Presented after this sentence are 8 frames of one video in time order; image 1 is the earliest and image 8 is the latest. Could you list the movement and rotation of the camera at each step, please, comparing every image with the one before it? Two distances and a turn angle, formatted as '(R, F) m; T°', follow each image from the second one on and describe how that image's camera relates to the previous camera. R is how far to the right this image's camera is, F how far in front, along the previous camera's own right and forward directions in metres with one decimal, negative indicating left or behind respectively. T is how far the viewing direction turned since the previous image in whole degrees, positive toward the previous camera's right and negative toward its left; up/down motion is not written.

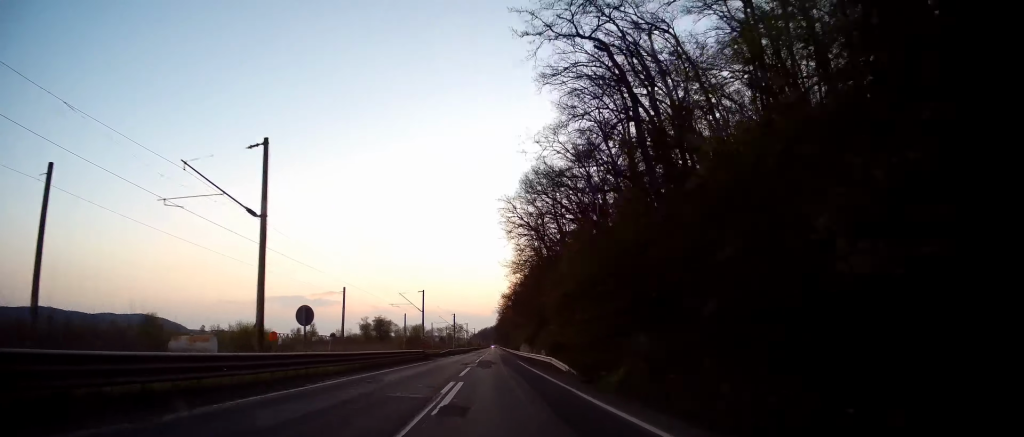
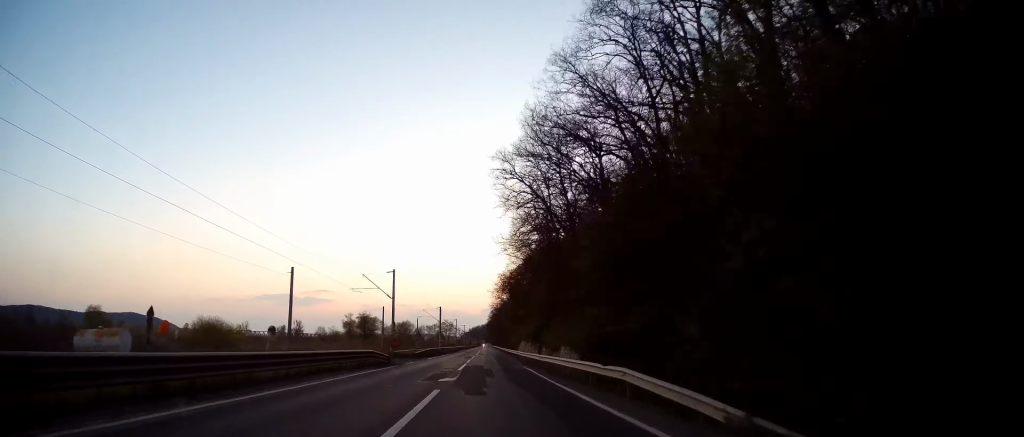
(+0.6, +17.0) m; +1°
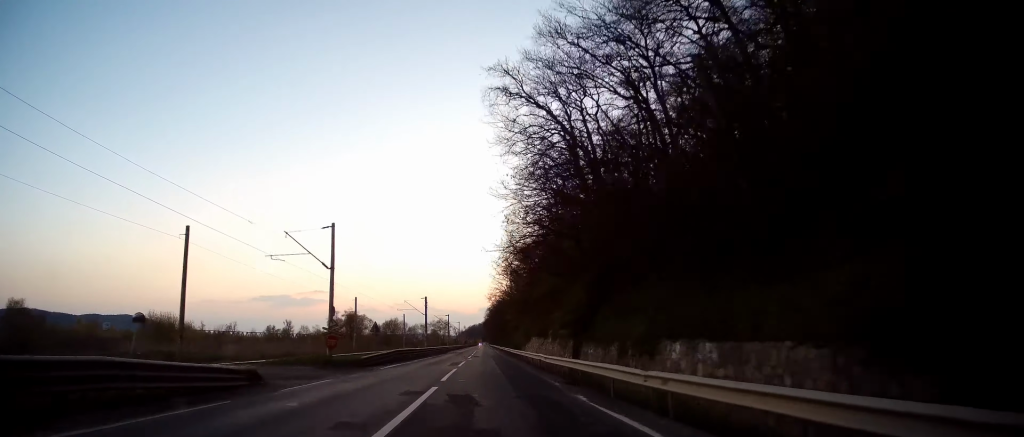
(+0.3, +20.1) m; +1°
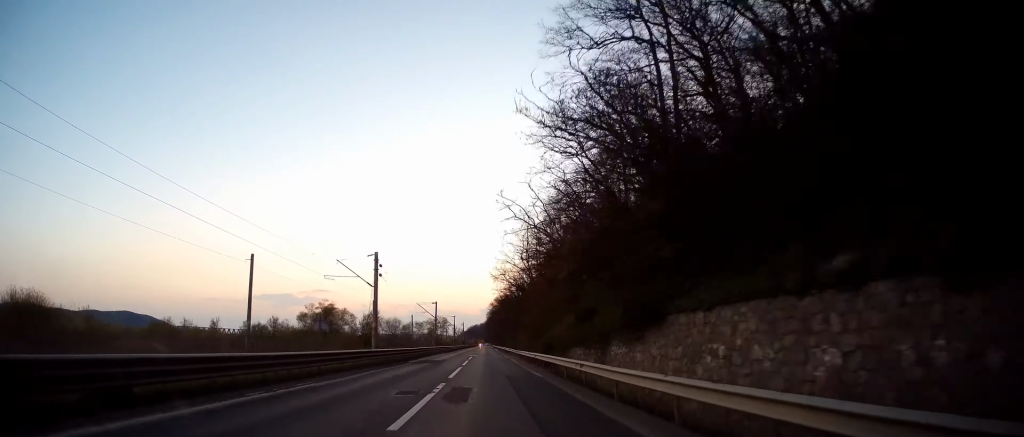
(+0.5, +40.2) m; +1°
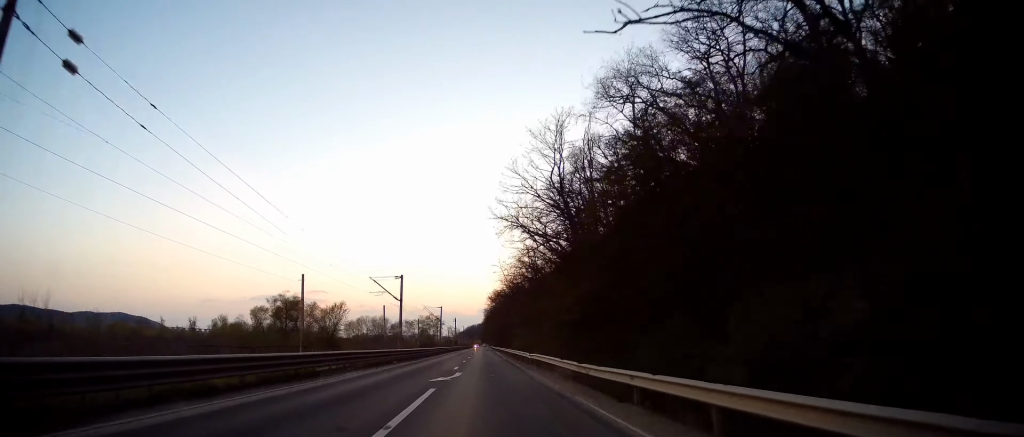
(-0.2, +37.1) m; 0°
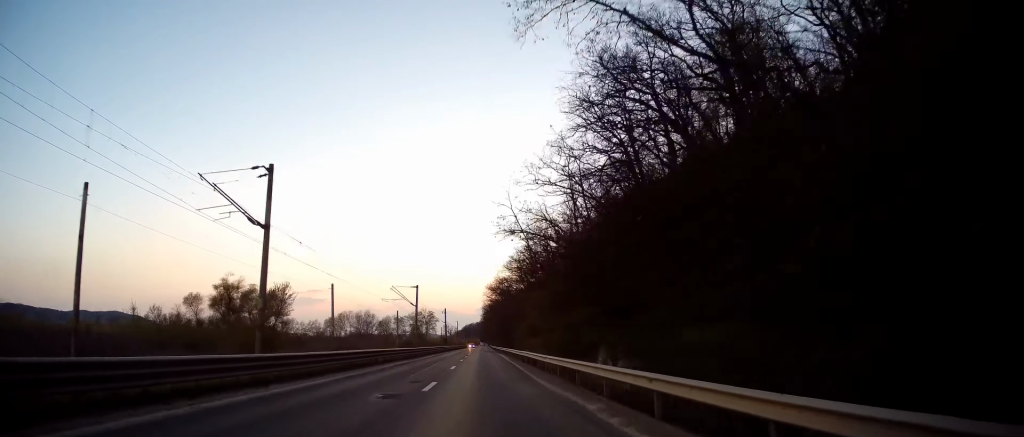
(+0.4, +36.1) m; 0°
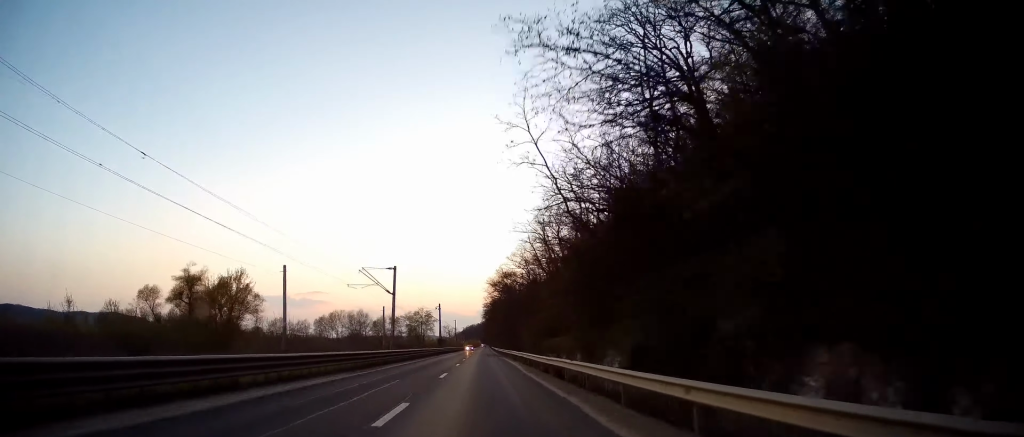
(-0.3, +18.1) m; 0°
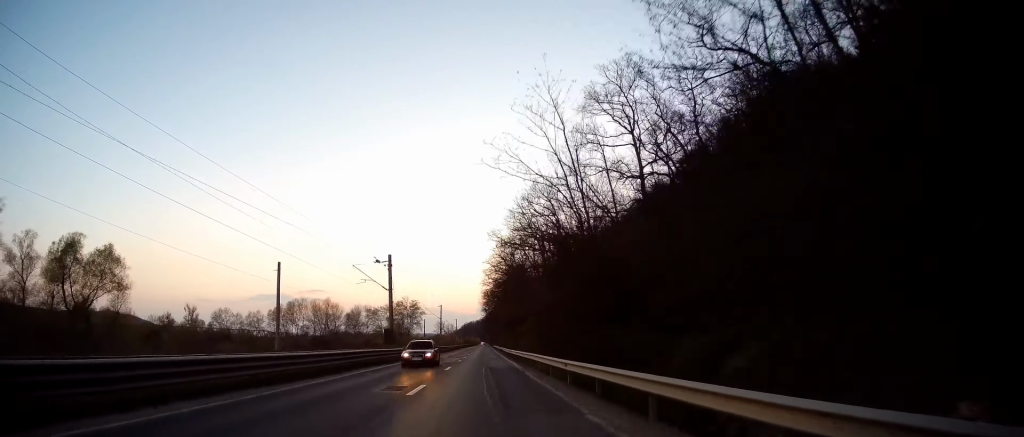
(+0.6, +54.2) m; +1°
